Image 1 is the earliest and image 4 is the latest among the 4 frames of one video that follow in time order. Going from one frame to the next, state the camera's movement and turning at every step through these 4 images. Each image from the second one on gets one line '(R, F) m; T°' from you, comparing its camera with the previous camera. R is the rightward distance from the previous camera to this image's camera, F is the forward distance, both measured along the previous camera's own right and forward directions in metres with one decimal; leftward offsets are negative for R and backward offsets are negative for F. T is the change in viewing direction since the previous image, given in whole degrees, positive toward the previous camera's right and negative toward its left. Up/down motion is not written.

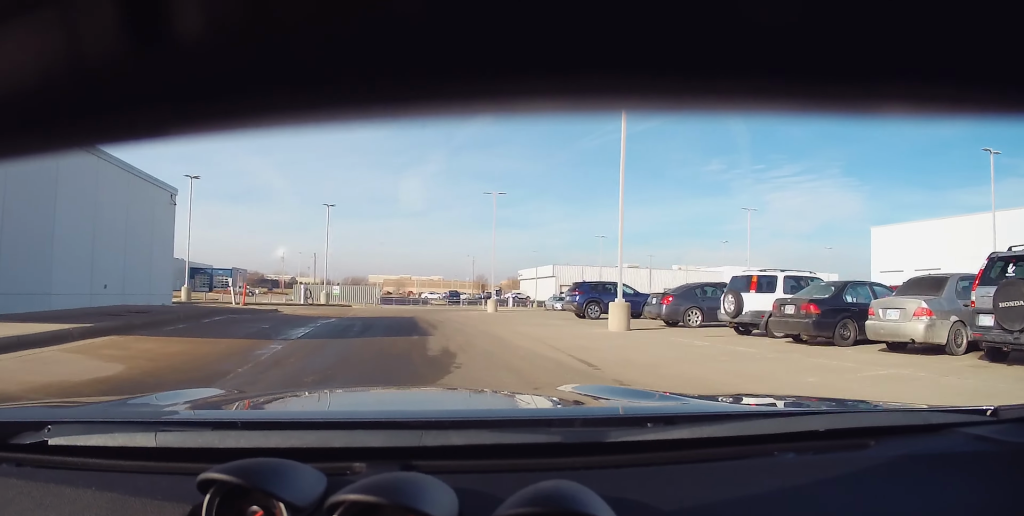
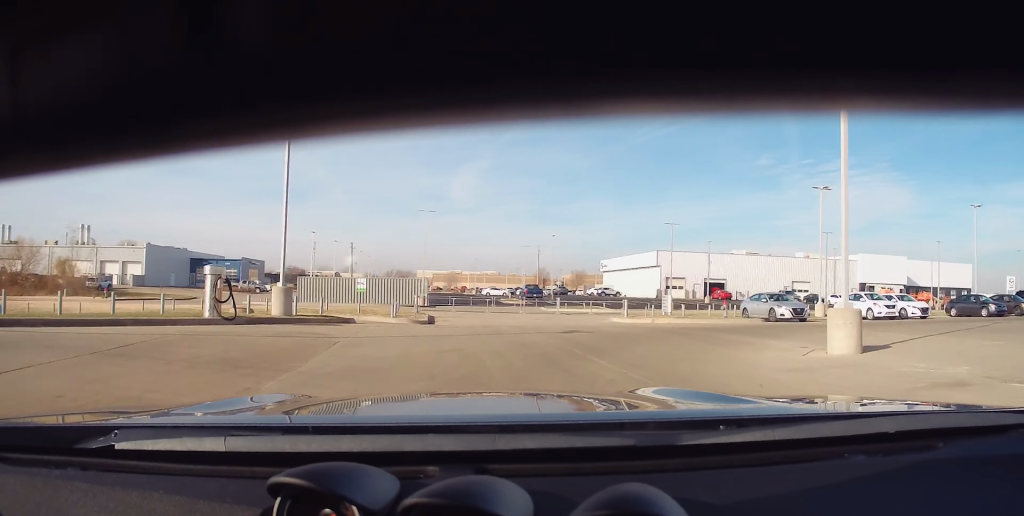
(-1.5, +30.6) m; +6°
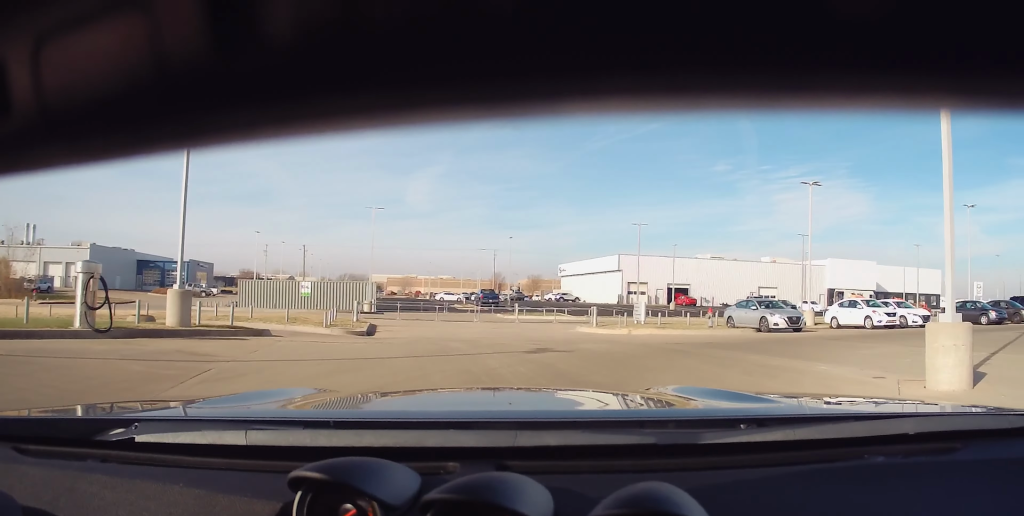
(+0.7, +4.0) m; +5°
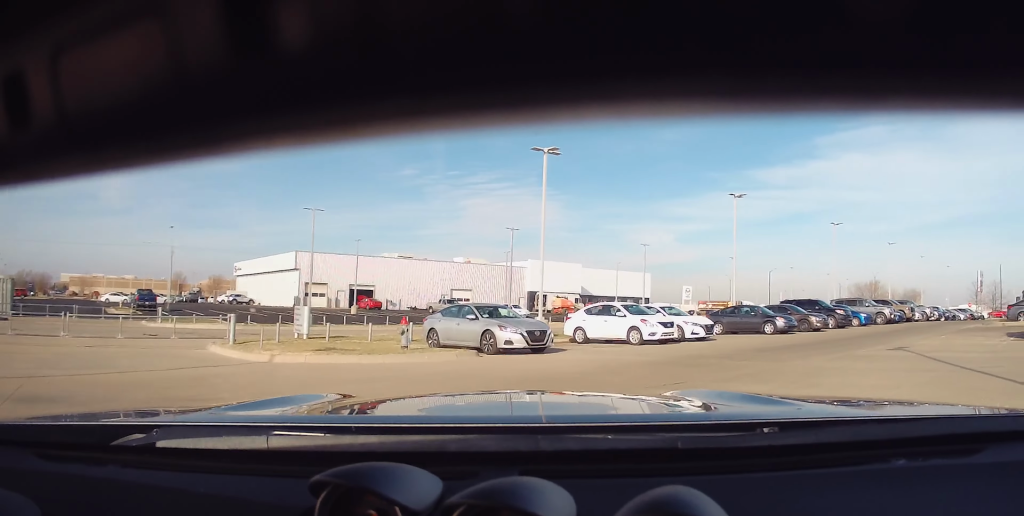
(+1.2, +9.9) m; +24°
